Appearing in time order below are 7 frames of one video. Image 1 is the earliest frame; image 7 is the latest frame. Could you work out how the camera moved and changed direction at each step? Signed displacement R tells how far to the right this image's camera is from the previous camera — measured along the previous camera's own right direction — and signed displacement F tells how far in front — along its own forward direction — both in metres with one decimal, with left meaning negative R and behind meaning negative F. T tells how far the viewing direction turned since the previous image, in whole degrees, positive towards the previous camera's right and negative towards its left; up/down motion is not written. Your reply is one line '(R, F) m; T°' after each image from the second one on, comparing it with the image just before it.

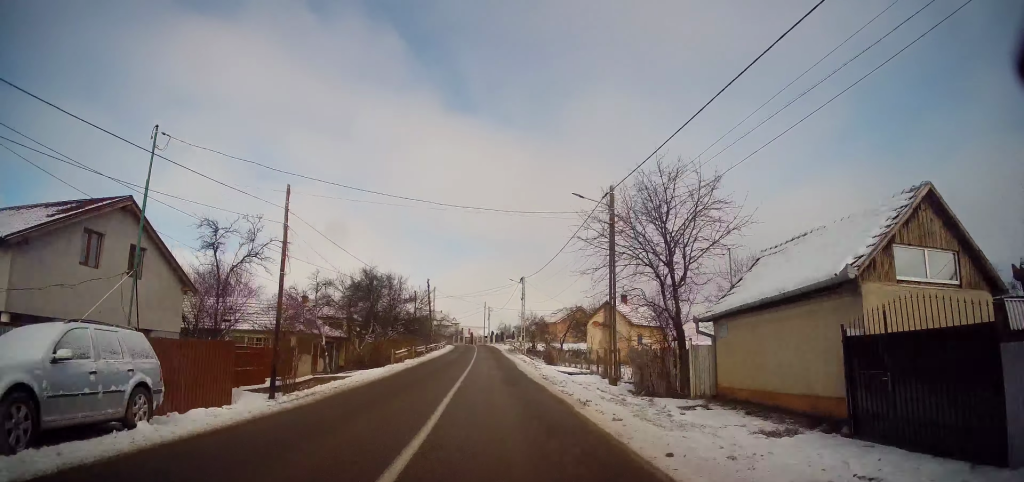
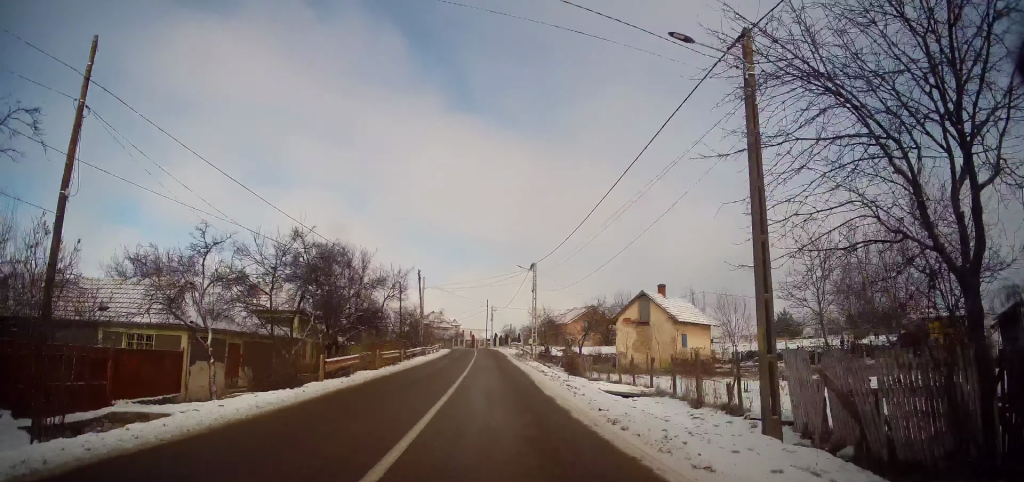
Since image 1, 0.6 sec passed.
(0.0, +11.6) m; 0°
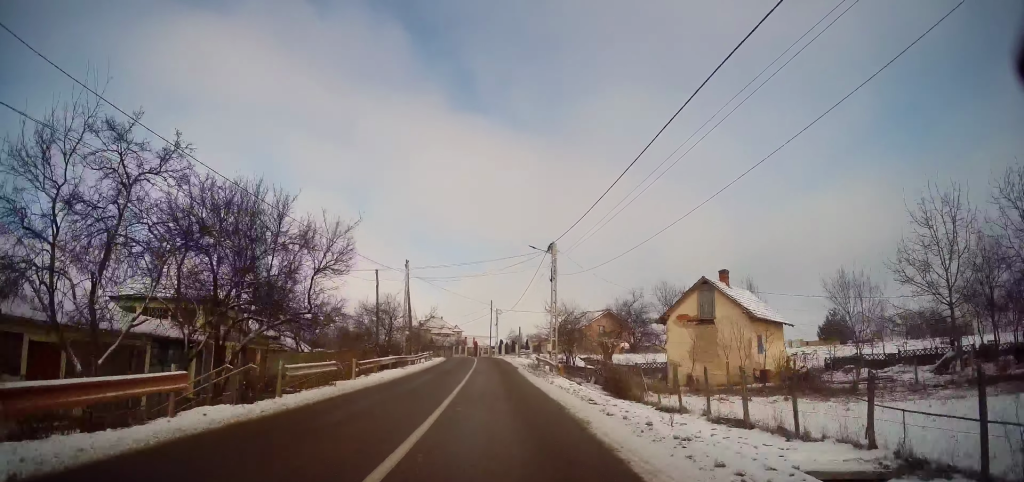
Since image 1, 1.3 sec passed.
(-0.1, +11.5) m; -1°
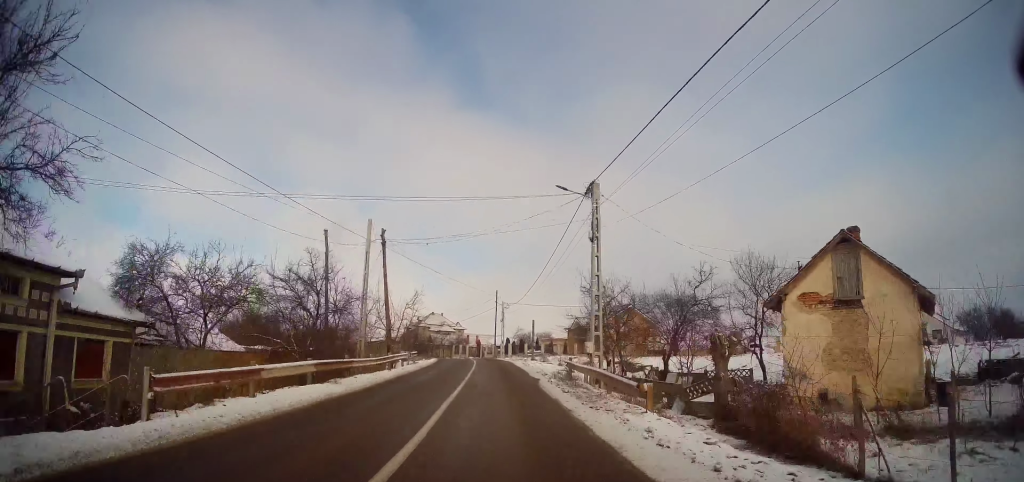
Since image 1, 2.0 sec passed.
(-0.1, +12.3) m; -1°
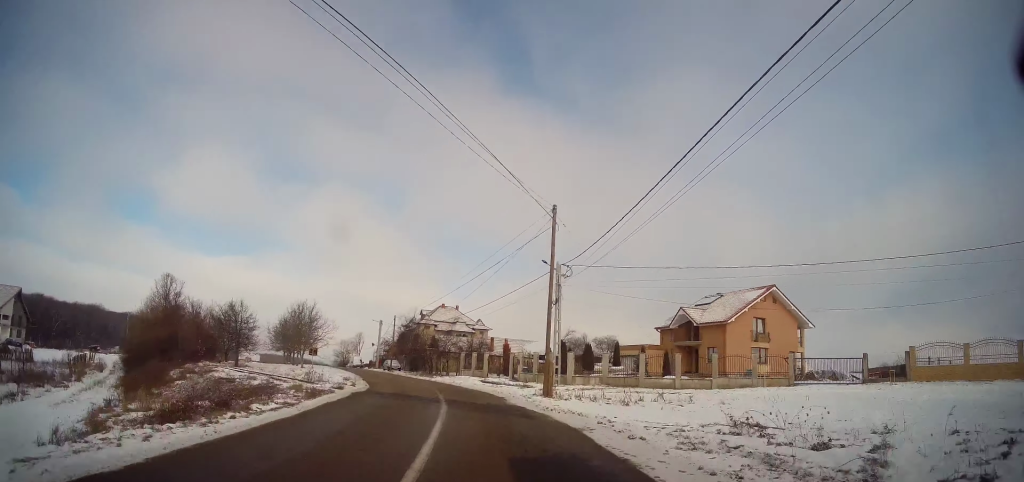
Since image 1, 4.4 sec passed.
(-1.0, +40.3) m; -5°
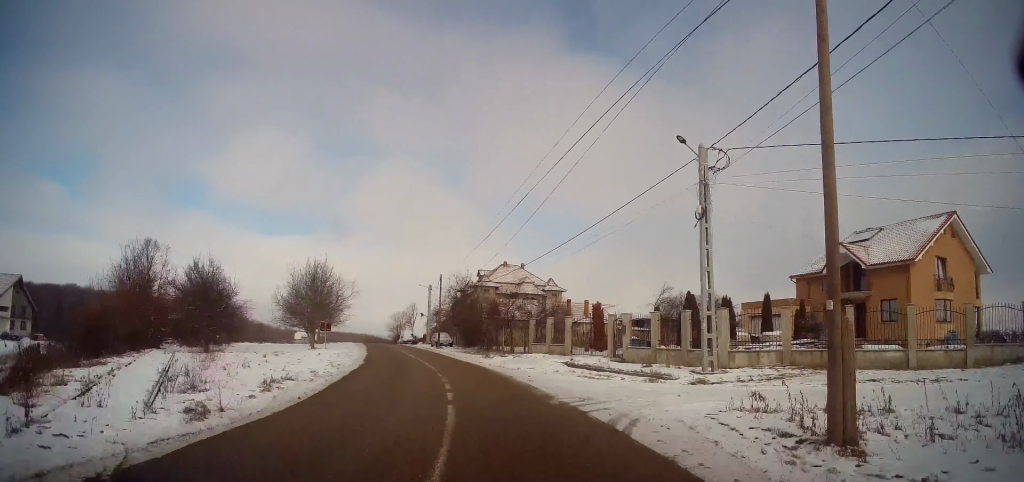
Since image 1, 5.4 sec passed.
(-0.5, +16.4) m; -4°
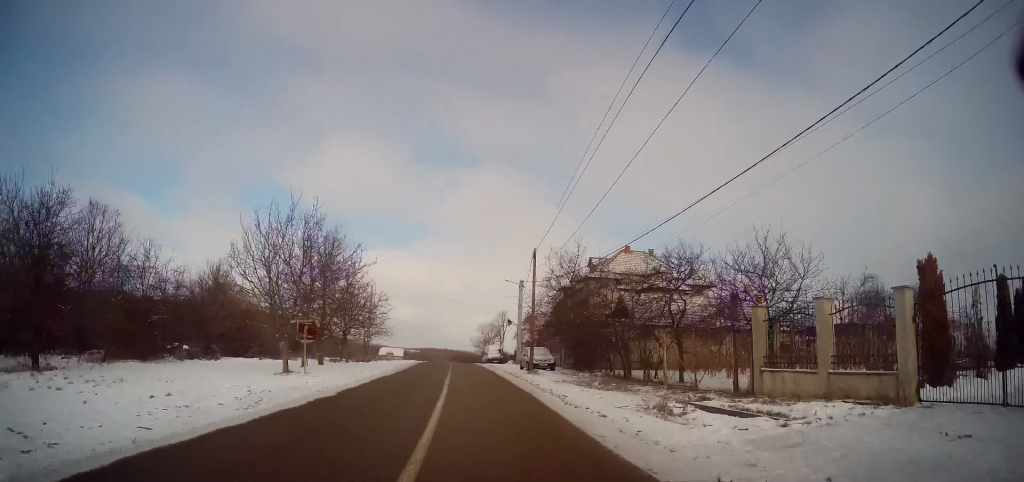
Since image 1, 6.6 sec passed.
(-1.8, +21.0) m; -10°
